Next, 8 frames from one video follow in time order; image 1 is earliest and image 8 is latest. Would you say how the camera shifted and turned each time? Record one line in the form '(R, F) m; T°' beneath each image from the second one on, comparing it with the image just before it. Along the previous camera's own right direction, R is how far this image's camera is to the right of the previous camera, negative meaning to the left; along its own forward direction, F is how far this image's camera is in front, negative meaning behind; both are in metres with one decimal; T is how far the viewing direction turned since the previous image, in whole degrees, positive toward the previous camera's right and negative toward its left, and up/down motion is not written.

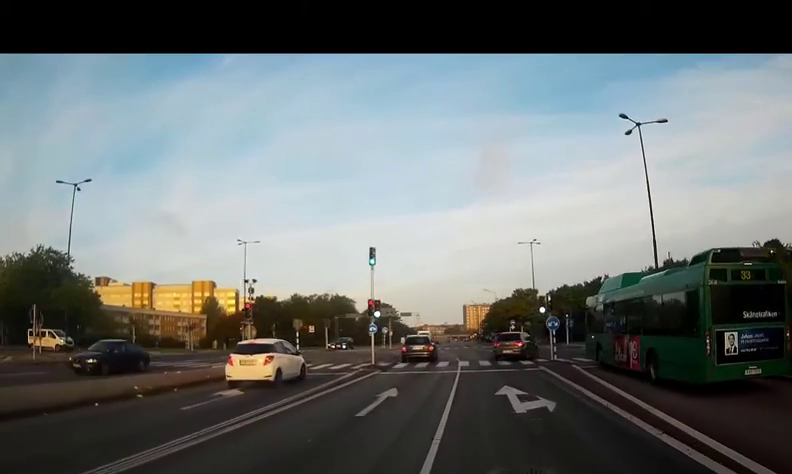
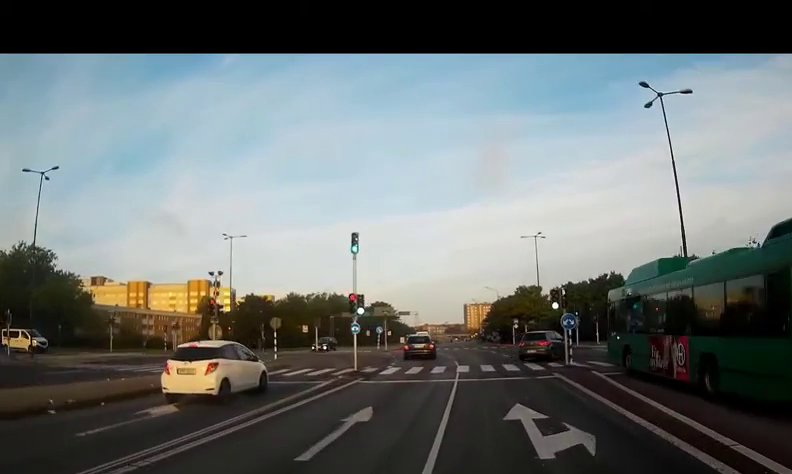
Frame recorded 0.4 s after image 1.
(0.0, +3.6) m; +1°
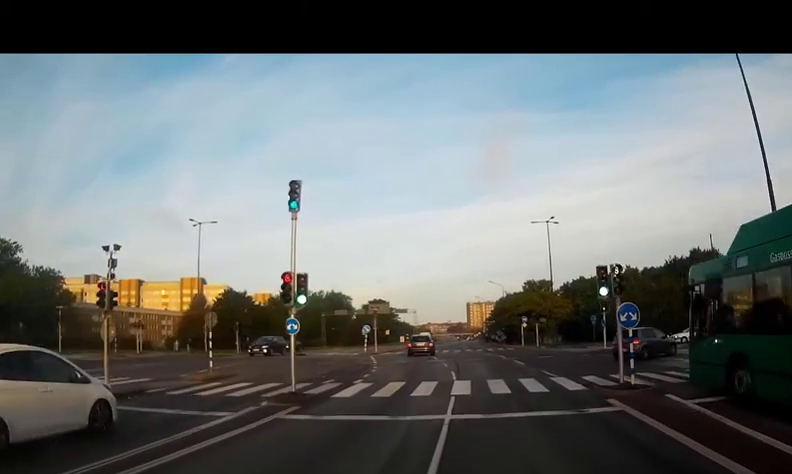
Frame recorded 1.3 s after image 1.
(+0.3, +7.3) m; +3°
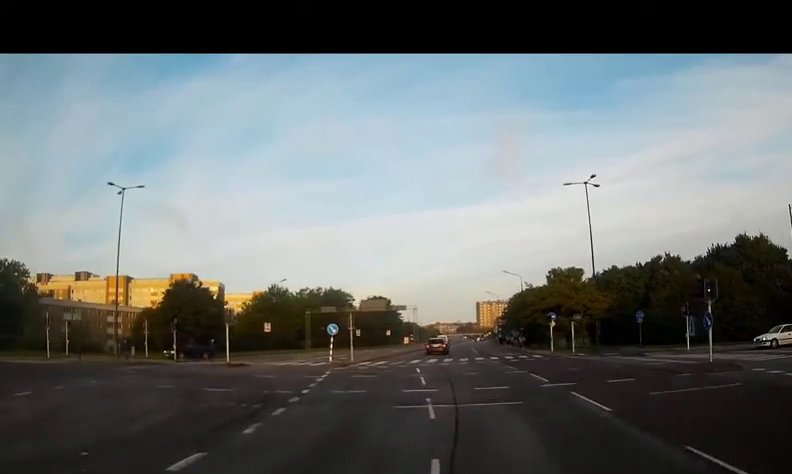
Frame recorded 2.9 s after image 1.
(+0.1, +13.2) m; -1°
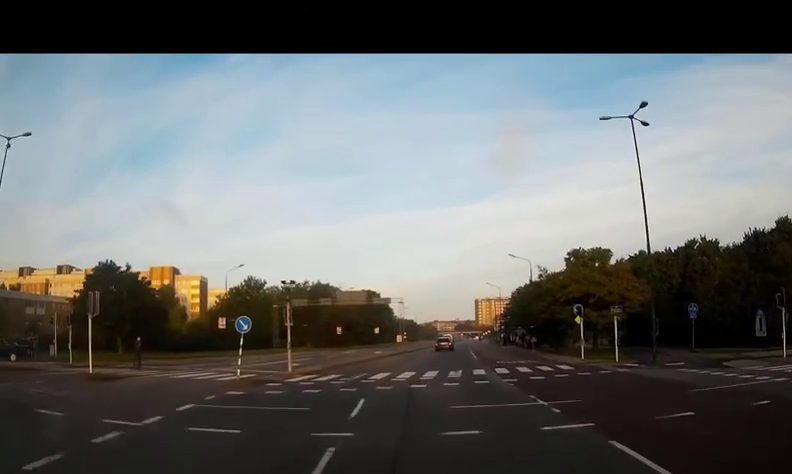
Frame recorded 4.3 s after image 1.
(-0.4, +11.6) m; -1°
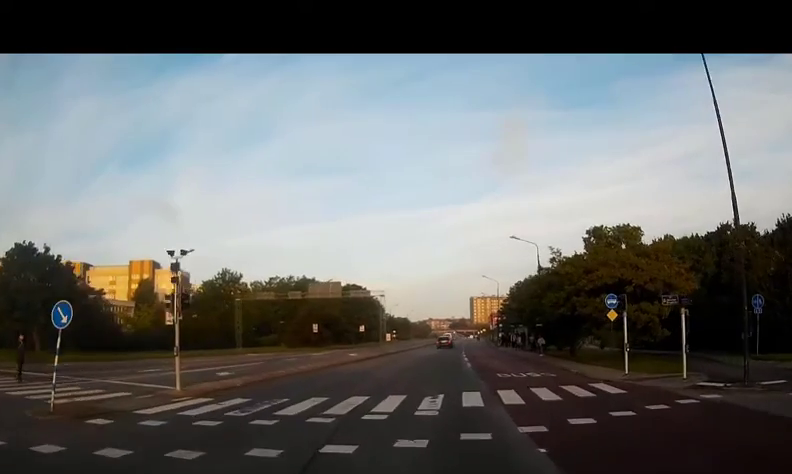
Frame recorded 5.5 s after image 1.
(+0.3, +9.0) m; 0°
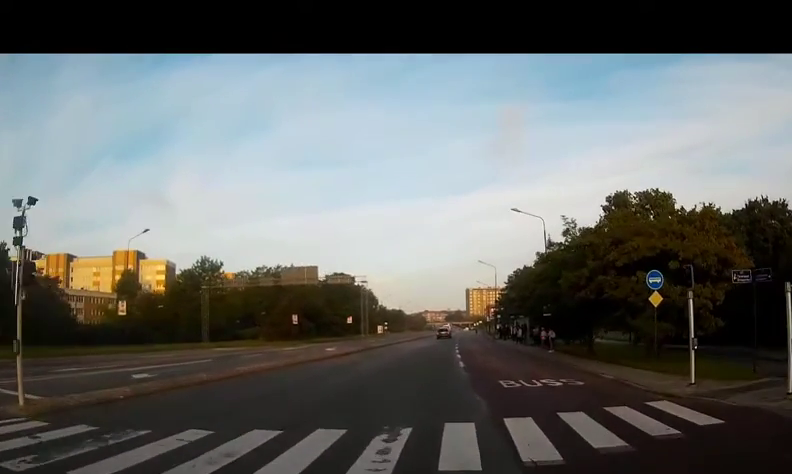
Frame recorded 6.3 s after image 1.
(-0.3, +6.3) m; 0°
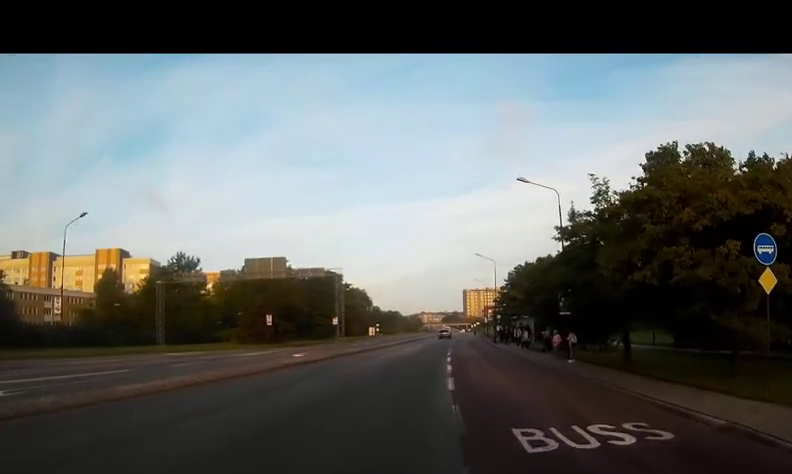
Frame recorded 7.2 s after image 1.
(+0.3, +7.2) m; 0°
